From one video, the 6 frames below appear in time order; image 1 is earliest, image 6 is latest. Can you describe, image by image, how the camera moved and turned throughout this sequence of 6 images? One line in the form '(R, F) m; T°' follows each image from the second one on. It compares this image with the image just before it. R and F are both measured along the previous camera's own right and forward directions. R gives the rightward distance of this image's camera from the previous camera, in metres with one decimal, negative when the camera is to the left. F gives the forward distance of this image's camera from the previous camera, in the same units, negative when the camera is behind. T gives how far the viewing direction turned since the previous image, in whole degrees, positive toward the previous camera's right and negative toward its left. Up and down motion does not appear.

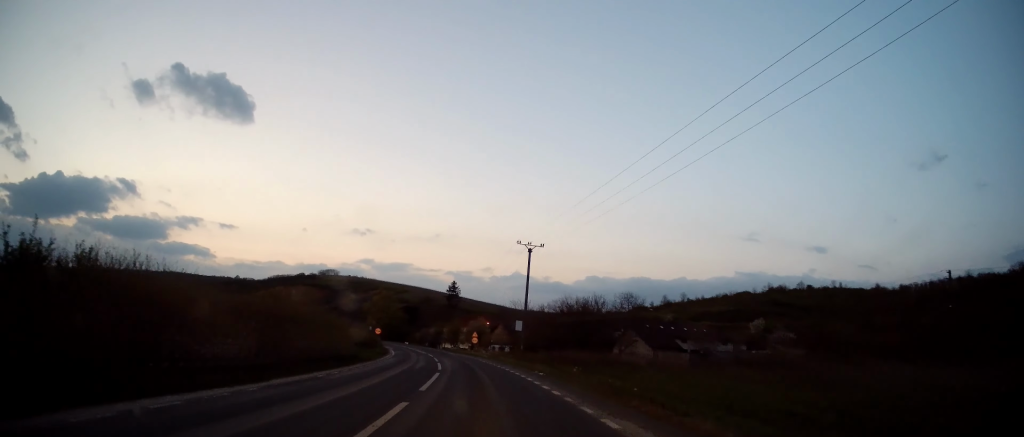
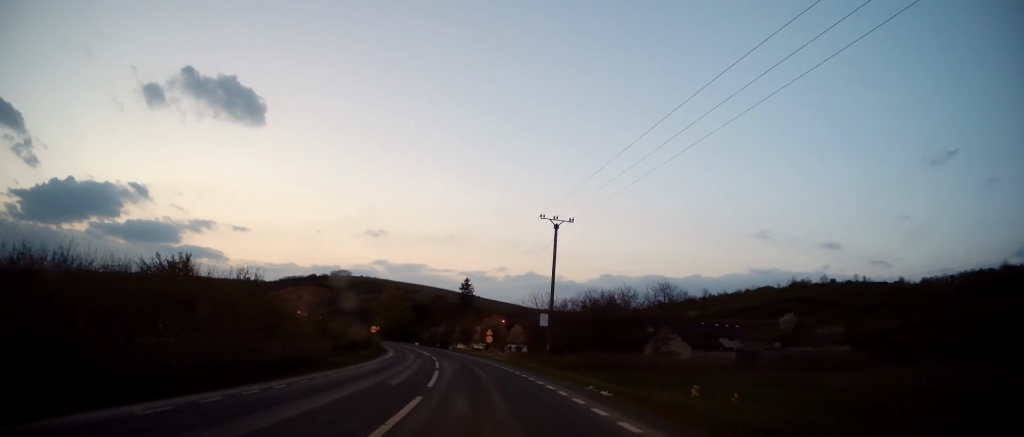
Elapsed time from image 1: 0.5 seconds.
(-0.3, +10.9) m; -1°
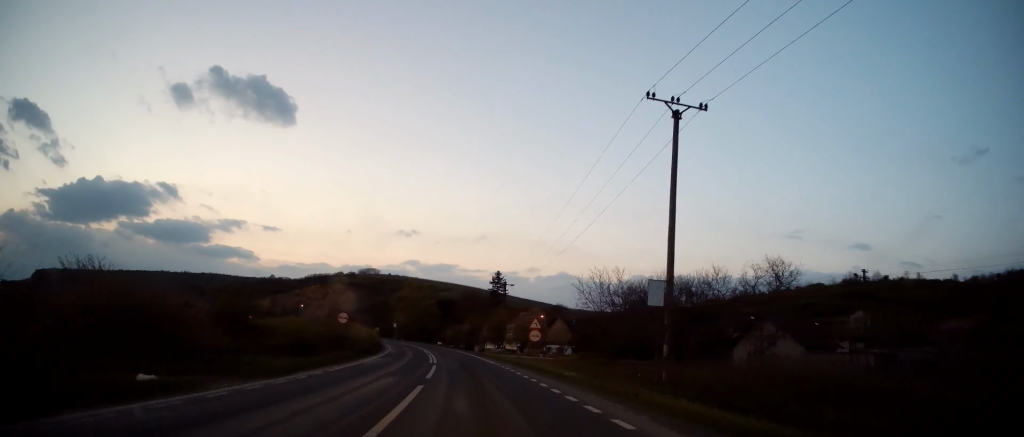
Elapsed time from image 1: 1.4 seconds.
(-0.6, +22.5) m; -3°
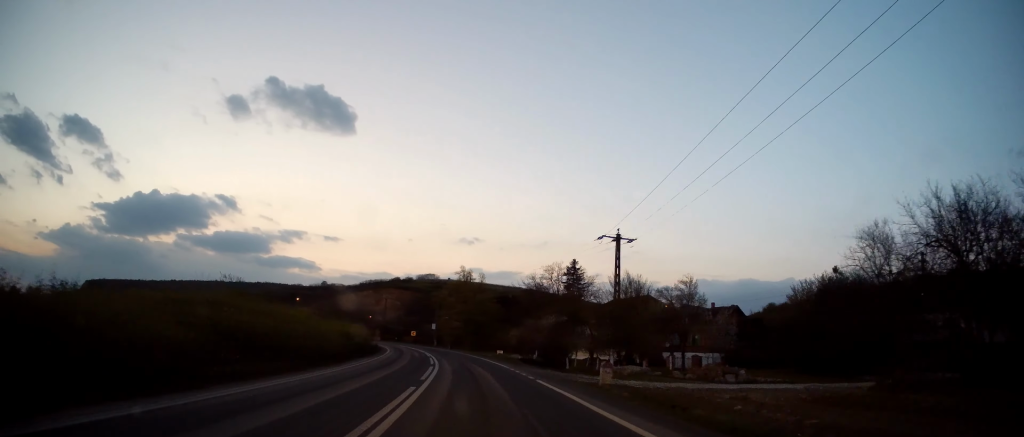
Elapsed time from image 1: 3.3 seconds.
(-2.4, +43.2) m; -6°
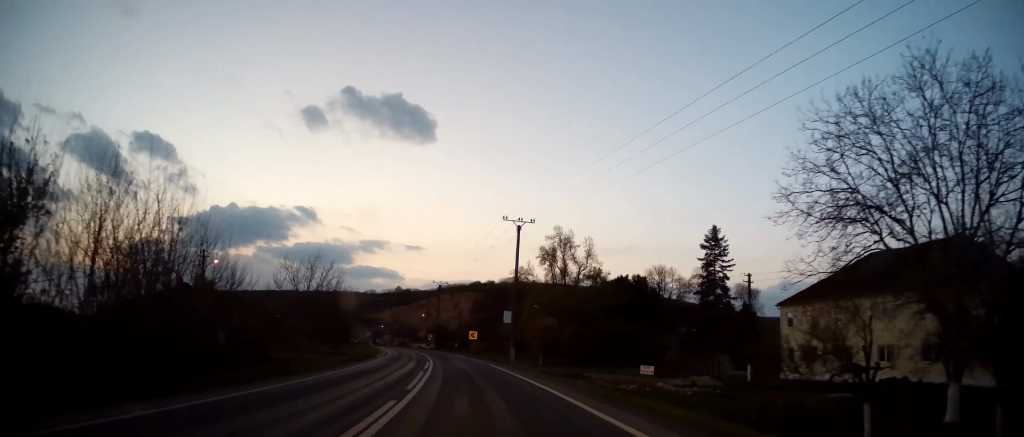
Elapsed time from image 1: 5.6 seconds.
(-3.9, +51.9) m; -9°
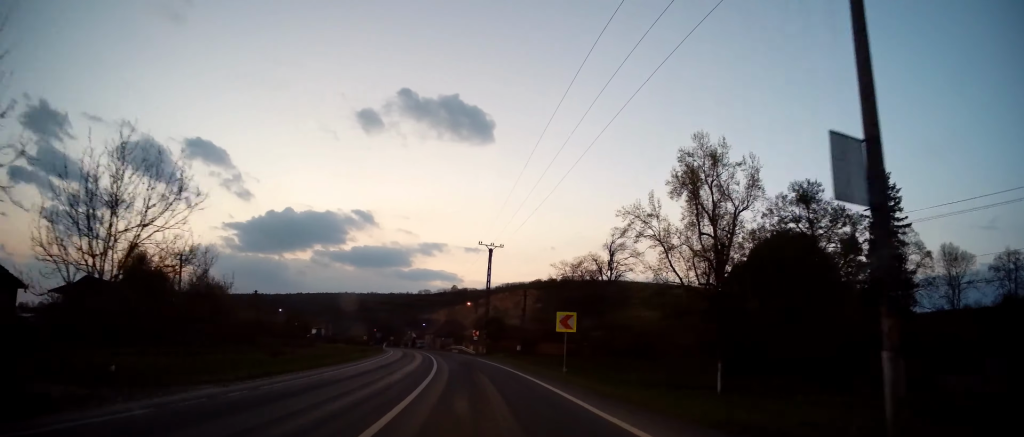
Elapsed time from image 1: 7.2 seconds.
(-2.0, +37.5) m; -7°
